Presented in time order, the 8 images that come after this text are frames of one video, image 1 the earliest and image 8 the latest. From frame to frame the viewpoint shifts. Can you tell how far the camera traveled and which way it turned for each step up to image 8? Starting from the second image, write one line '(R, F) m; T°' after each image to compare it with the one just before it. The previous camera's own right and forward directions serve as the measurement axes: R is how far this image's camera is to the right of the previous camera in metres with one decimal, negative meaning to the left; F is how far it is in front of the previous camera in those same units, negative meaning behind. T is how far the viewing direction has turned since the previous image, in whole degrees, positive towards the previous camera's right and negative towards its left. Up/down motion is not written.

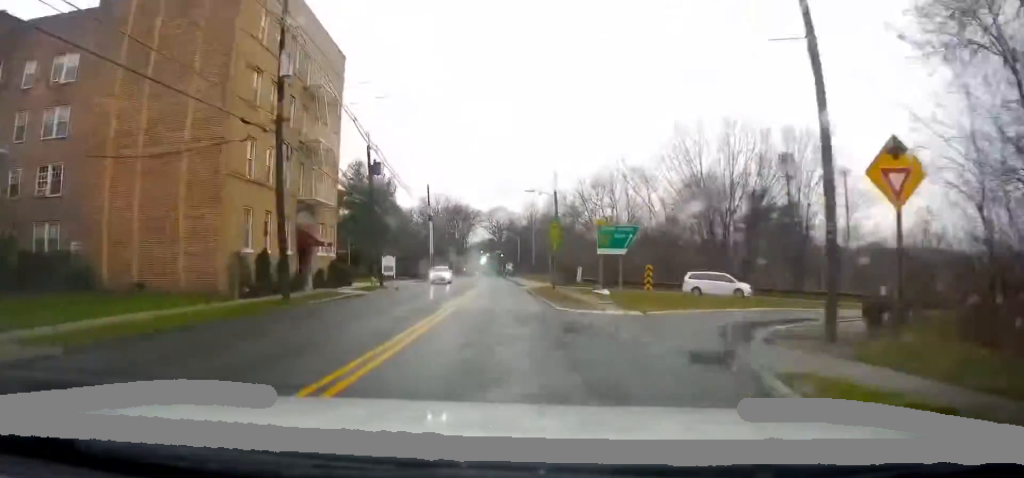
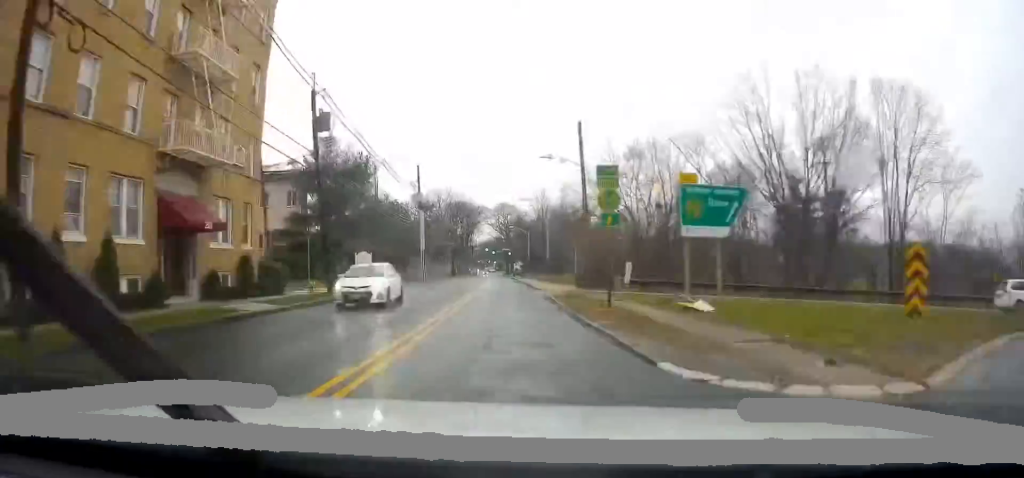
(+0.2, +13.8) m; -1°
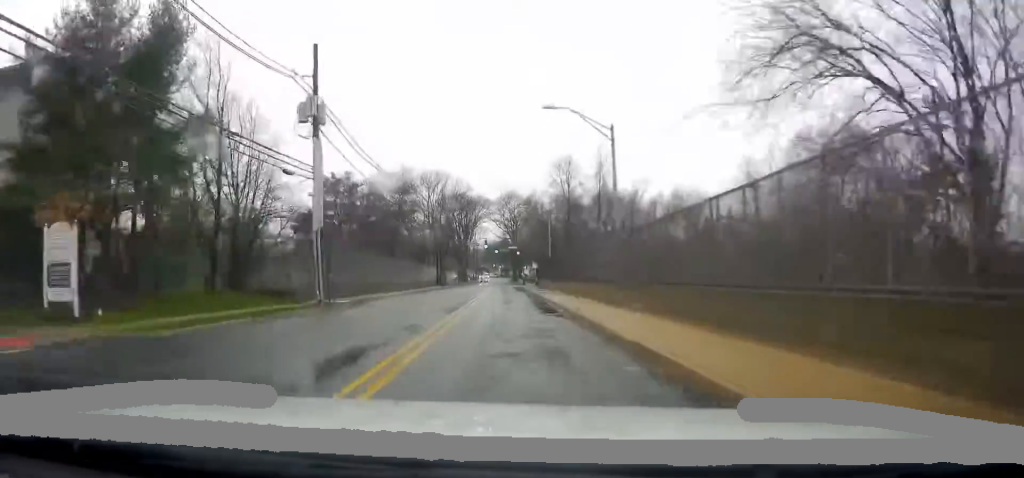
(-1.0, +34.9) m; -2°
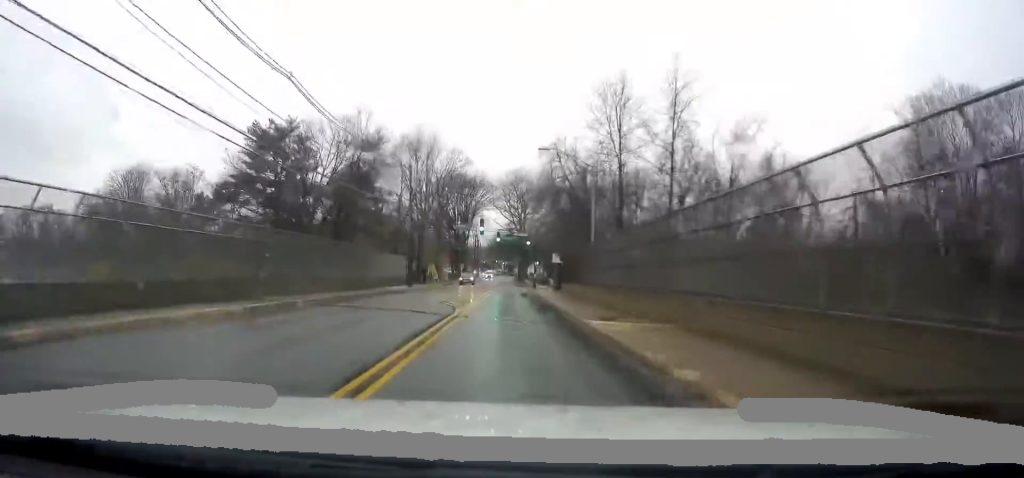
(-0.2, +28.5) m; 0°
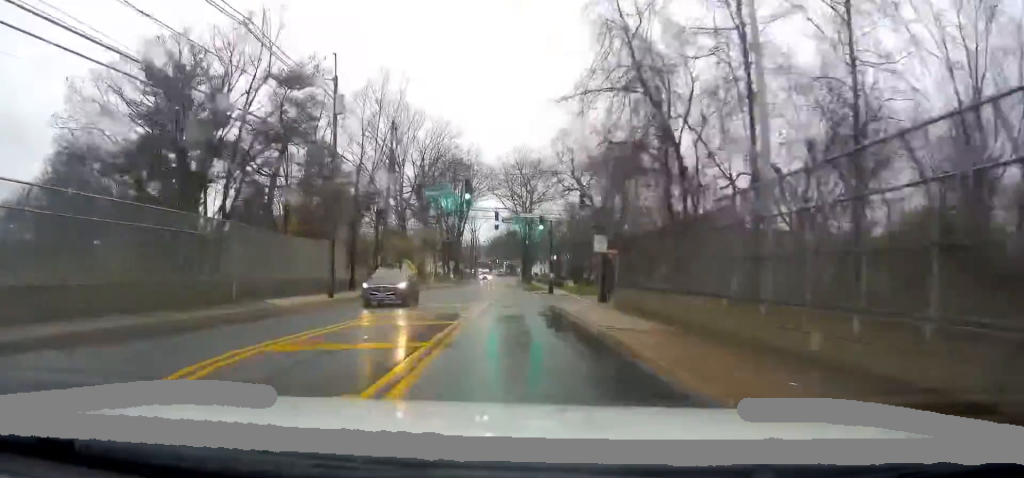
(+0.2, +22.6) m; 0°
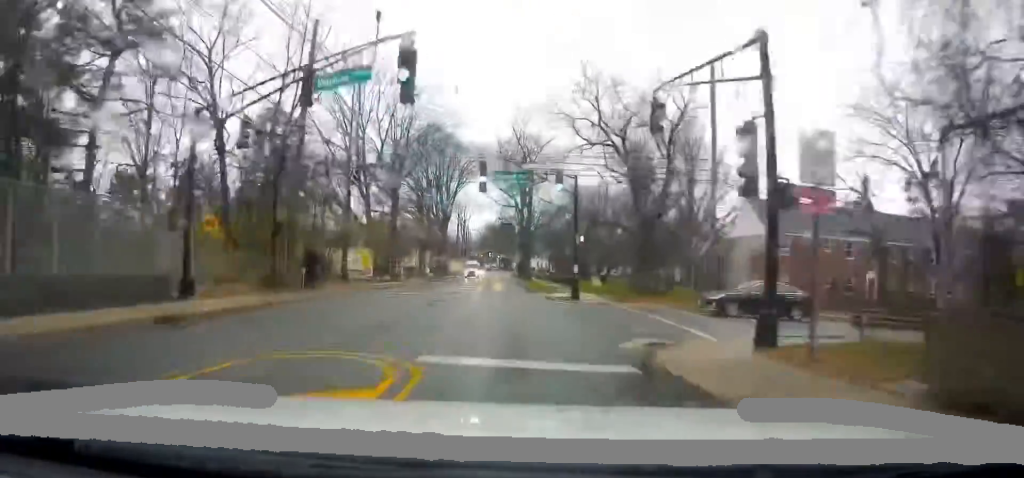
(+0.1, +19.1) m; -1°
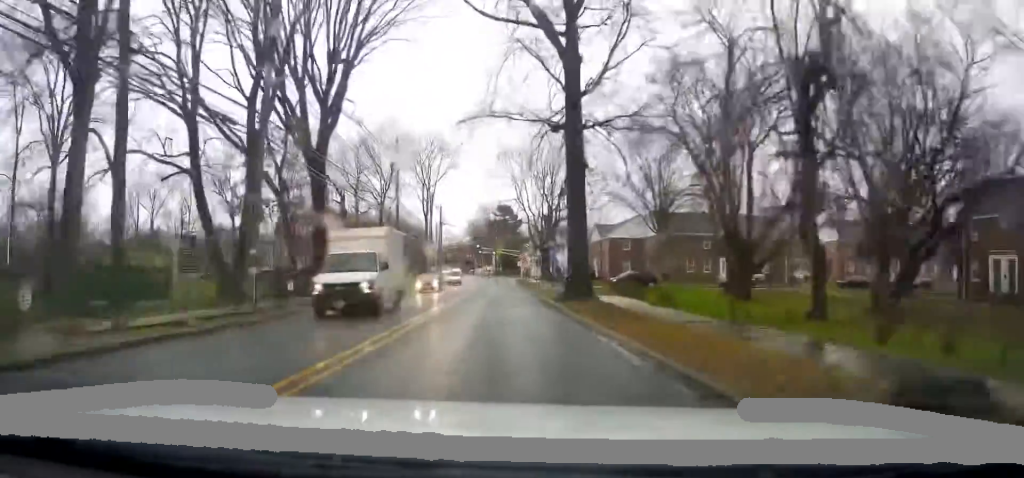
(-2.0, +79.2) m; -2°
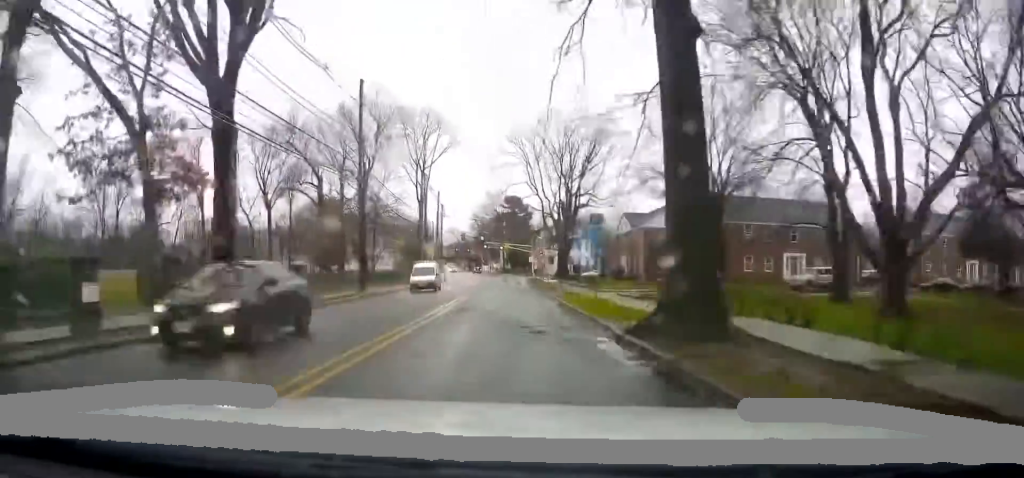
(+0.3, +14.9) m; 0°
